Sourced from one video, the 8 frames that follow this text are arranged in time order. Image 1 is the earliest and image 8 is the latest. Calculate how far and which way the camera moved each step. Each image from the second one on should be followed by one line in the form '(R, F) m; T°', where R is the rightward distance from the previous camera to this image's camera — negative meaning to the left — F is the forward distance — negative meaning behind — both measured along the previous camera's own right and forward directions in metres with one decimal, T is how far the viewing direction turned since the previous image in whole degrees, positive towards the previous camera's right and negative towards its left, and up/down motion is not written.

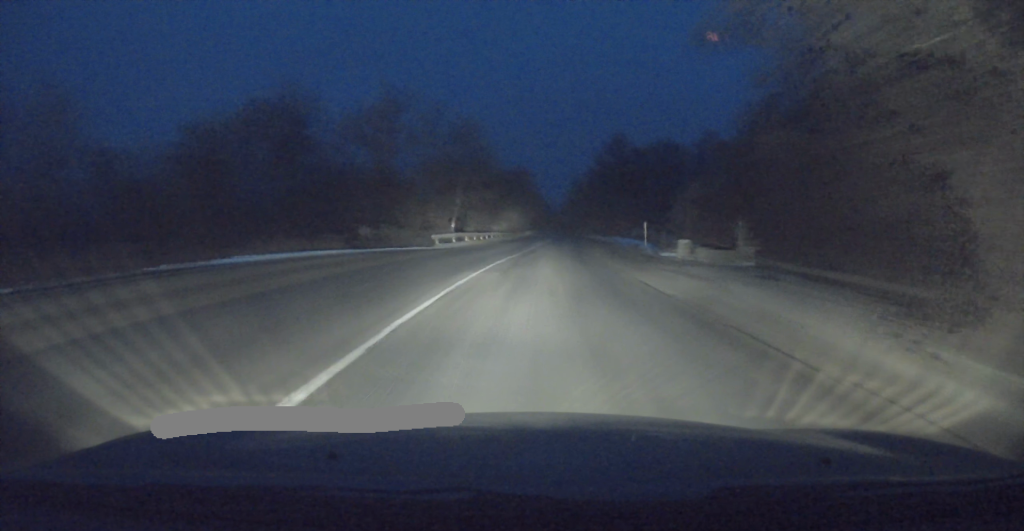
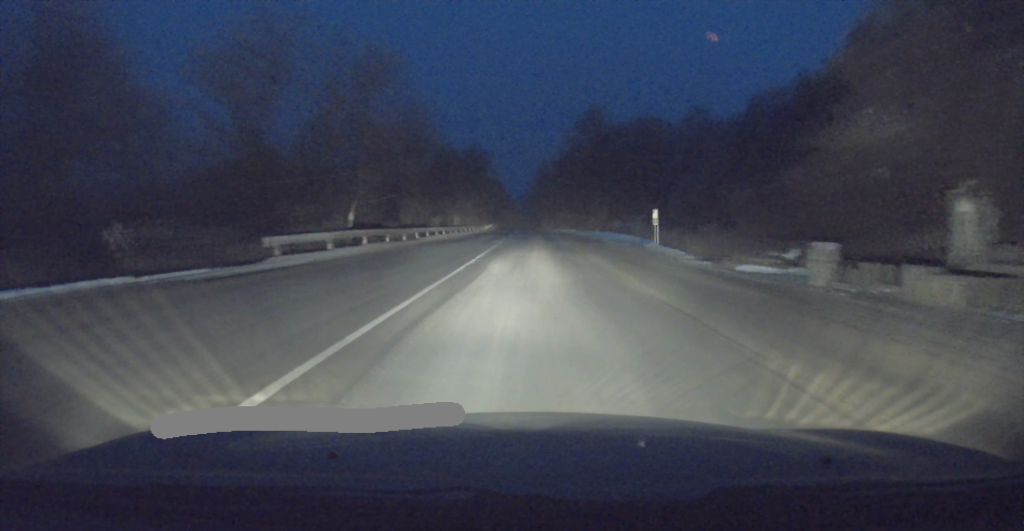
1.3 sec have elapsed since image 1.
(+0.7, +20.3) m; +3°
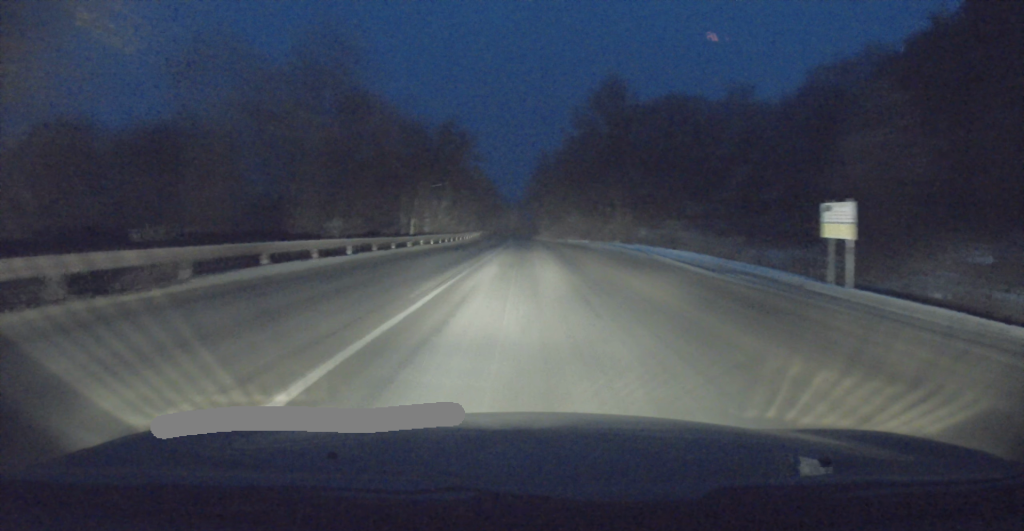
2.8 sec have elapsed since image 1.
(0.0, +25.1) m; 0°
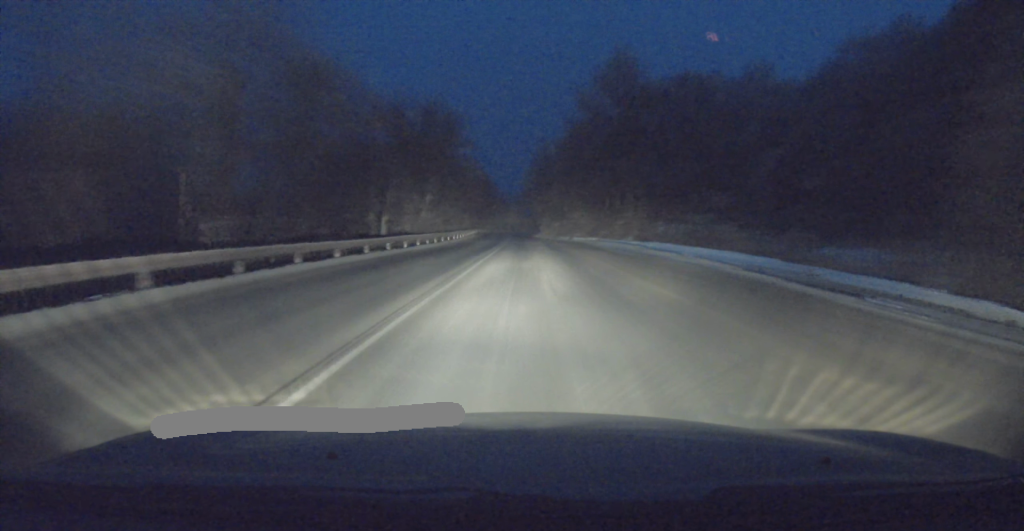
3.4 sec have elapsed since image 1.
(0.0, +9.1) m; 0°
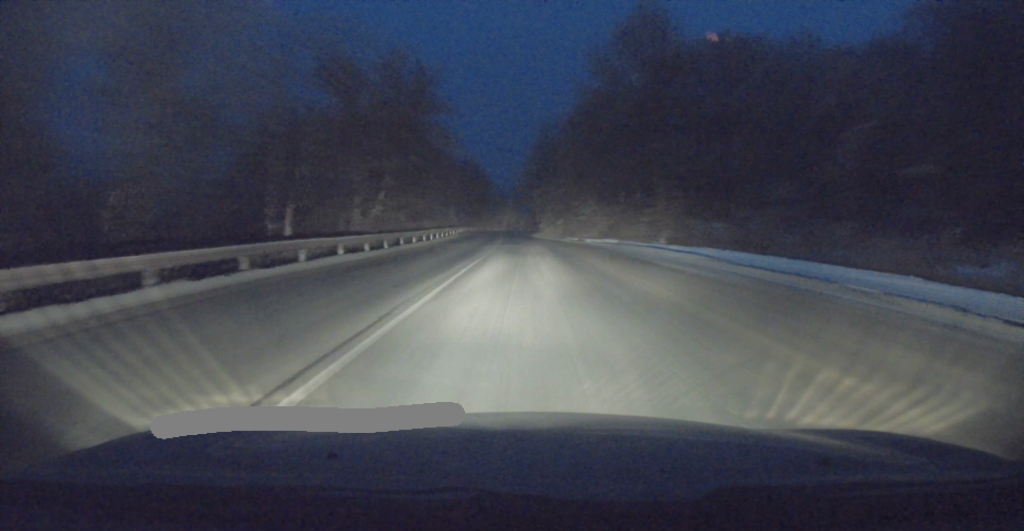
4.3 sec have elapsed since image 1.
(+0.1, +15.0) m; 0°
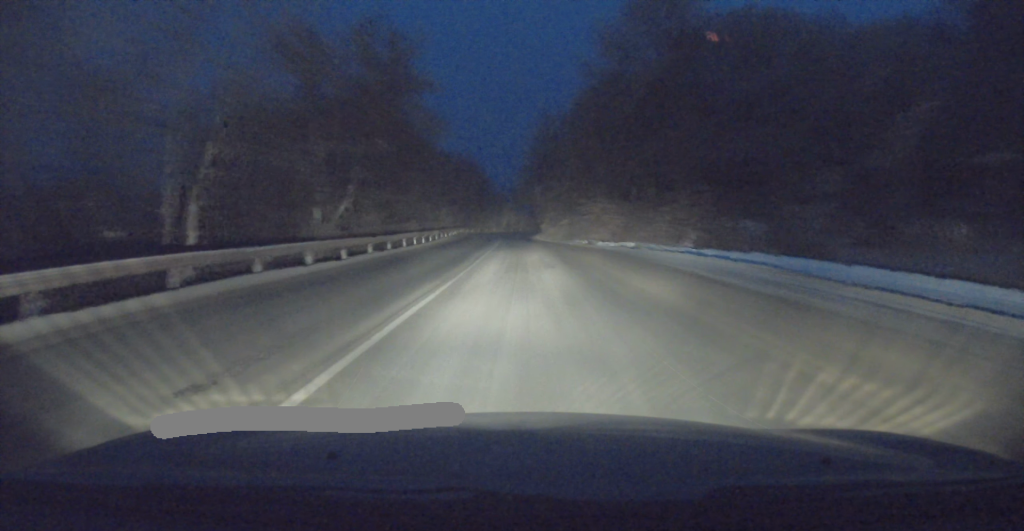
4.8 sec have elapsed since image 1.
(0.0, +7.0) m; 0°
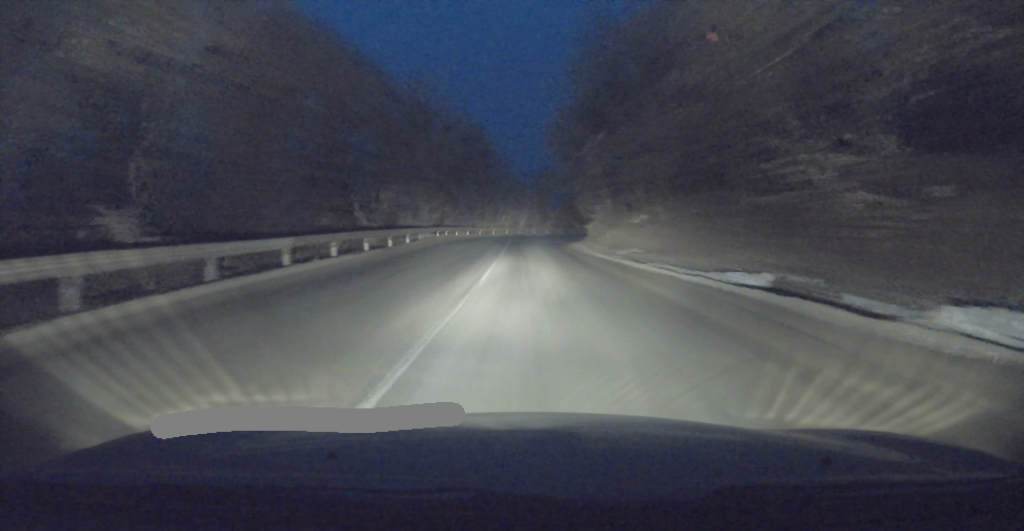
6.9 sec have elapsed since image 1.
(-1.1, +33.8) m; -3°
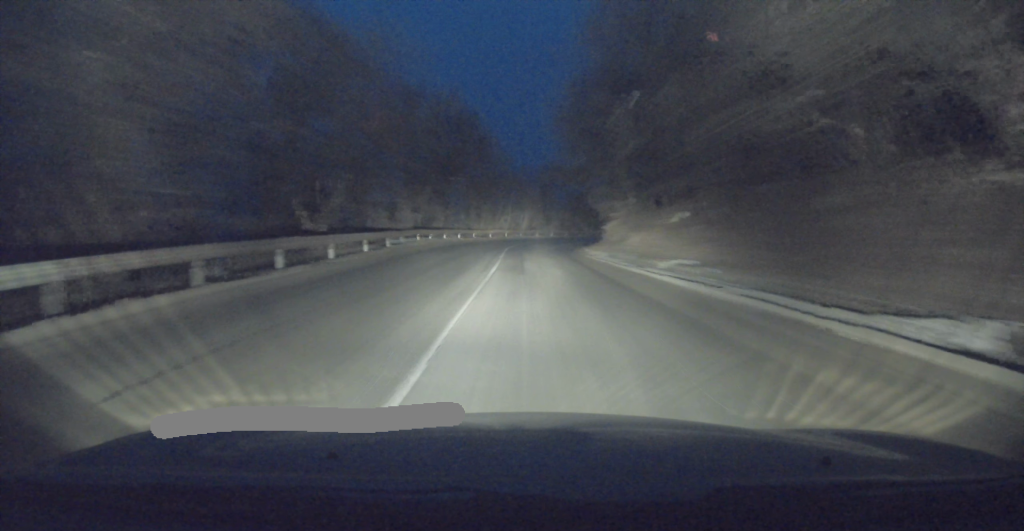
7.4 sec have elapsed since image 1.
(0.0, +8.2) m; 0°
